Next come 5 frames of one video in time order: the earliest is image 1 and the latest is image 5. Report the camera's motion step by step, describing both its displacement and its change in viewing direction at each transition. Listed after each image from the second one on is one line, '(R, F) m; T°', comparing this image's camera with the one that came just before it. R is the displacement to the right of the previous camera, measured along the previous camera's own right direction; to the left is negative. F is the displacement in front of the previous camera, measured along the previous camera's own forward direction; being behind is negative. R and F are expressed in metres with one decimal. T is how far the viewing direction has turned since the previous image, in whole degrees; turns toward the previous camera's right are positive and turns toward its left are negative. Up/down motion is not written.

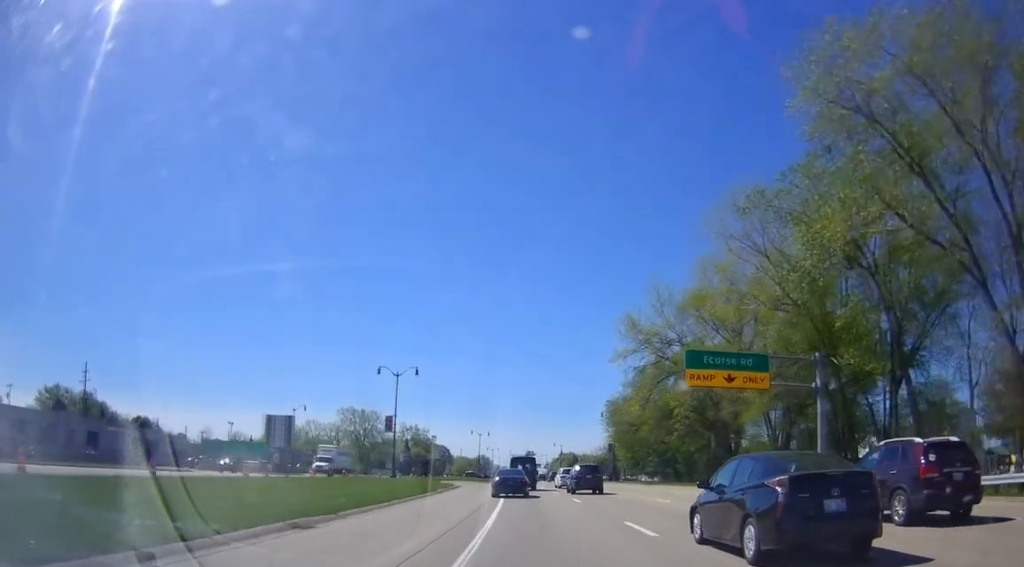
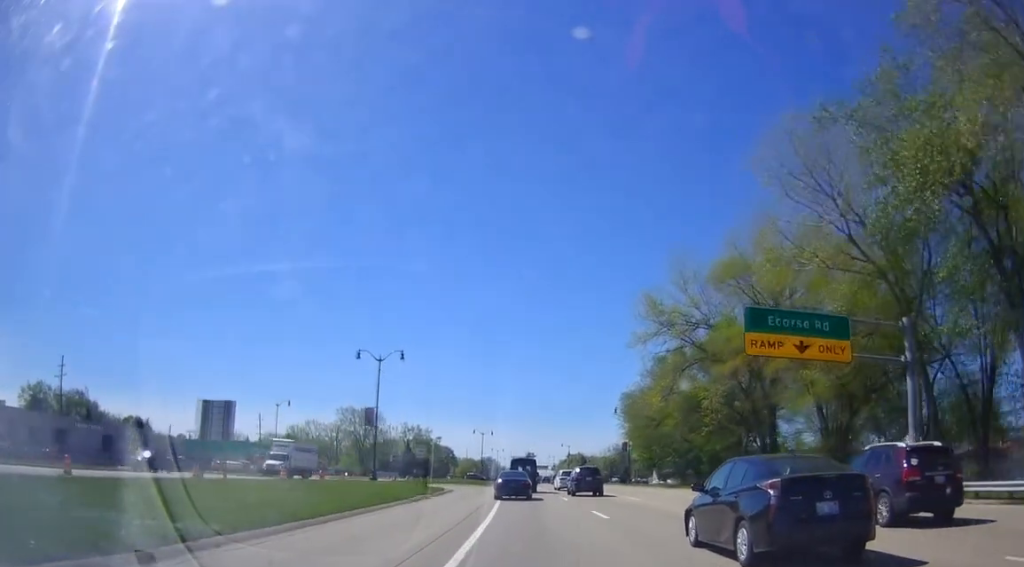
(-0.2, +9.6) m; -1°
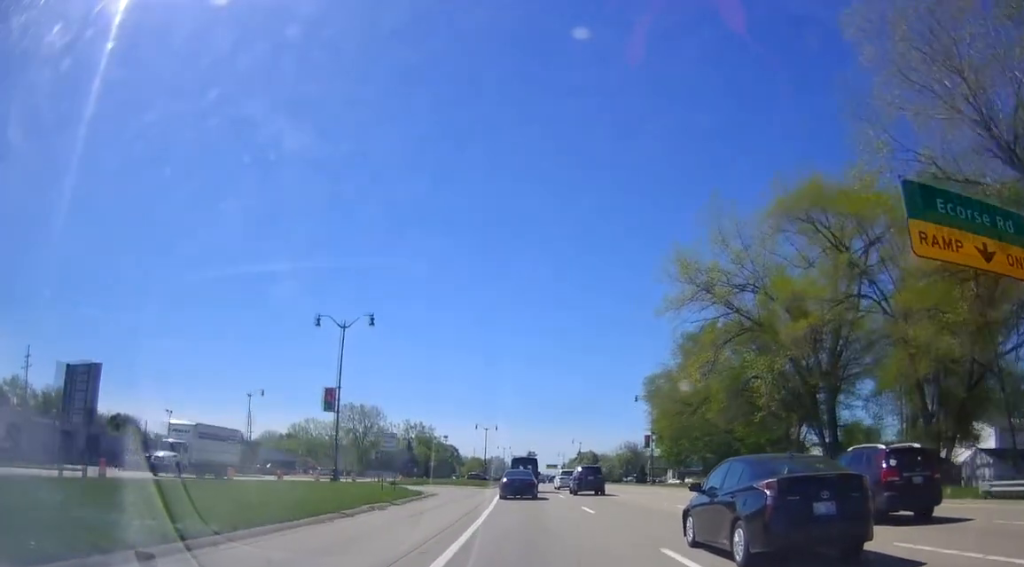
(-0.1, +12.4) m; -1°
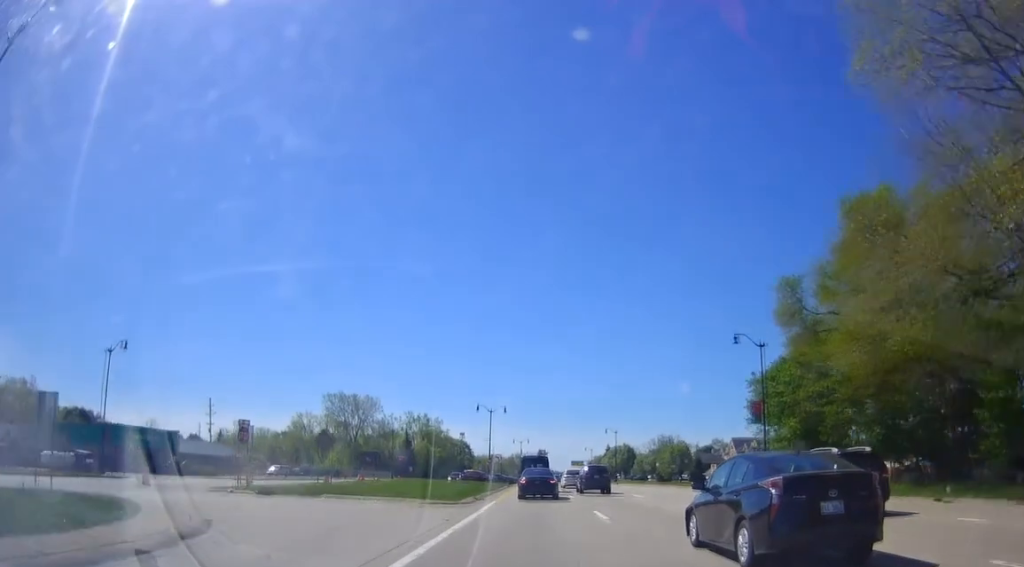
(-0.6, +34.7) m; 0°
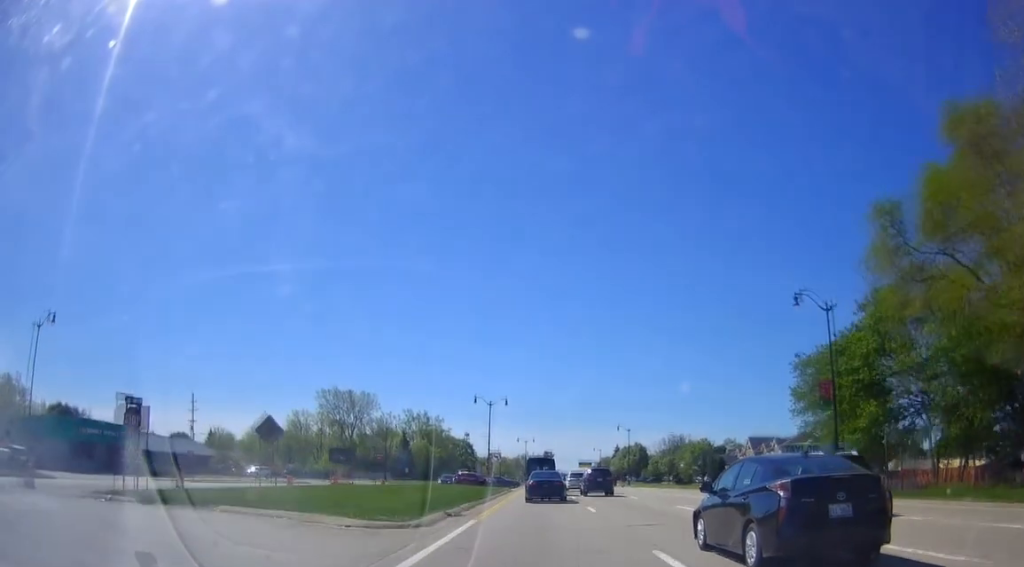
(0.0, +10.9) m; 0°
